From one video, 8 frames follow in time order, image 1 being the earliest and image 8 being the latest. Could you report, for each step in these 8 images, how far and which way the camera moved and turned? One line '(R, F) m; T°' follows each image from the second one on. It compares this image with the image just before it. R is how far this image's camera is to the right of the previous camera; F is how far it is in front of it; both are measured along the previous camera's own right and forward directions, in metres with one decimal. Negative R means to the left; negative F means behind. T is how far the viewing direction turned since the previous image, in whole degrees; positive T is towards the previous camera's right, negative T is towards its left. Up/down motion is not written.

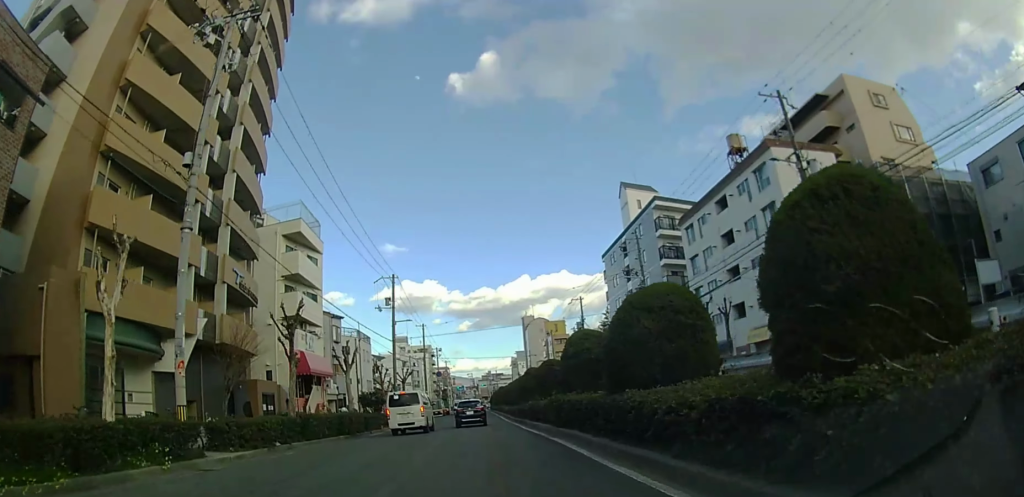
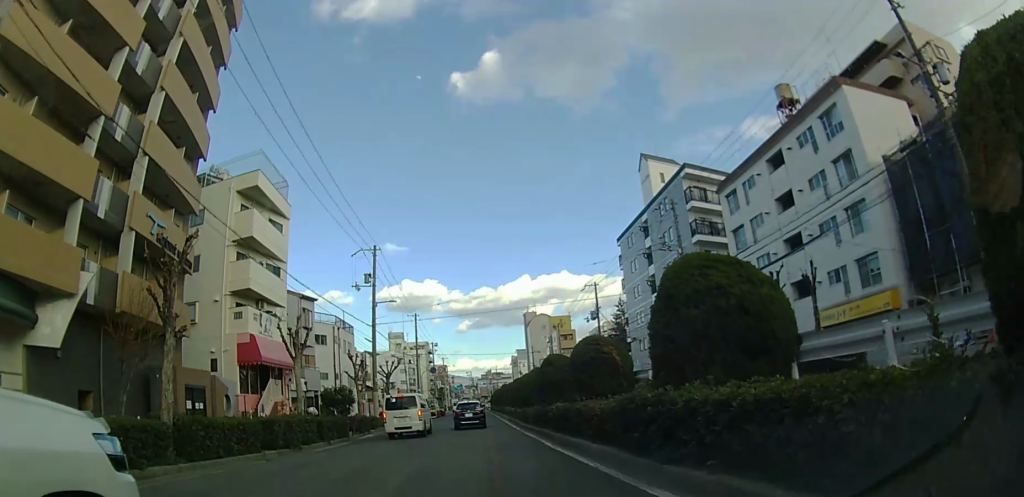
(0.0, +8.5) m; 0°
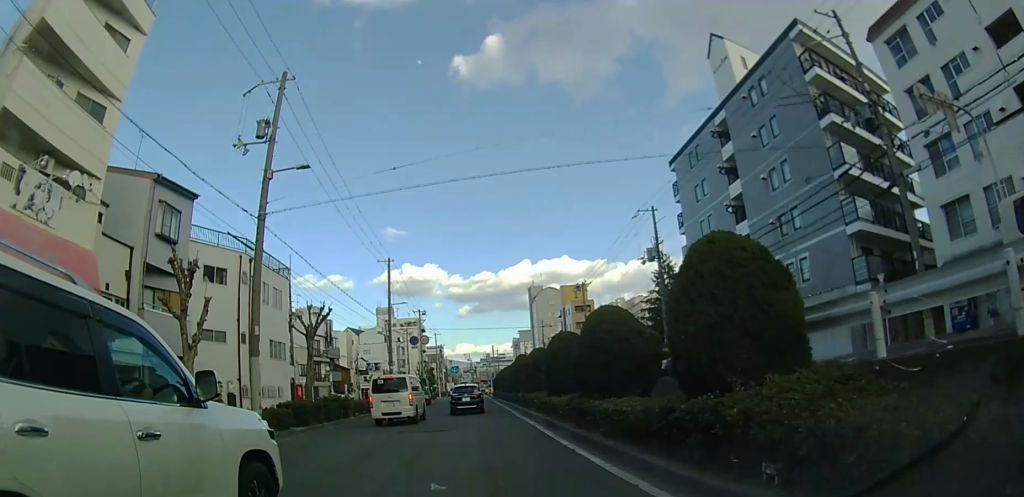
(0.0, +20.0) m; 0°
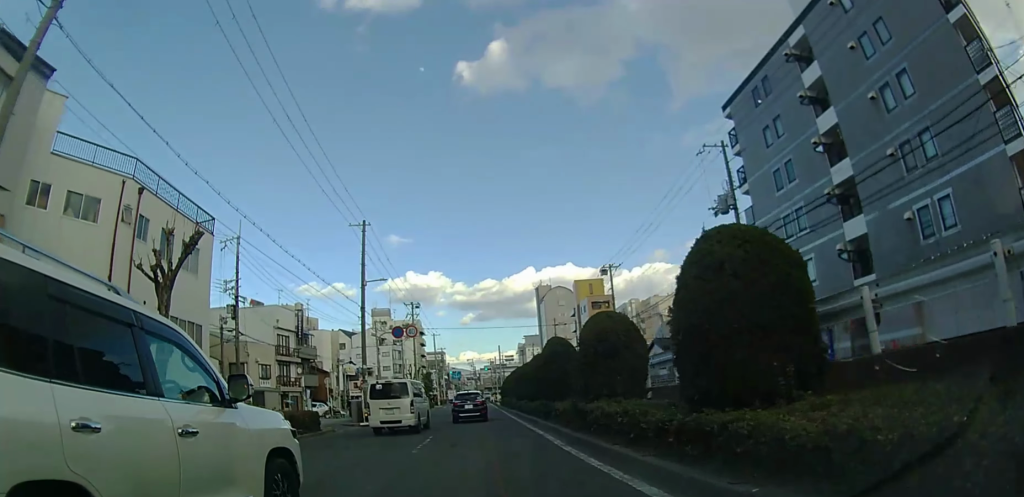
(0.0, +11.9) m; 0°
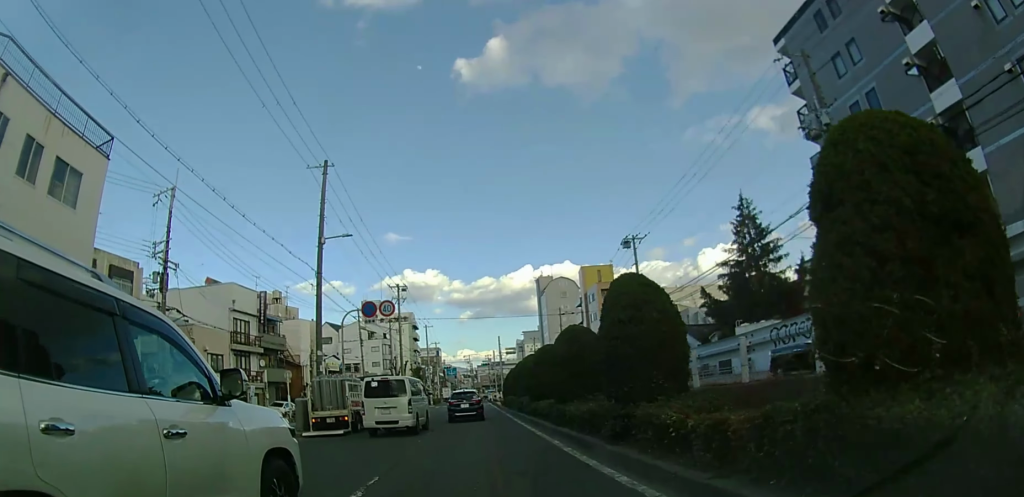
(0.0, +8.9) m; 0°
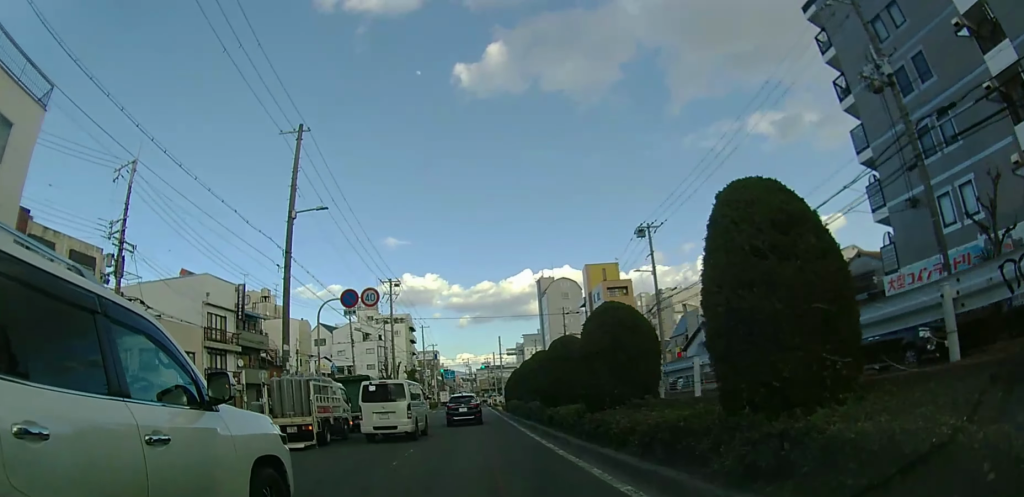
(0.0, +4.5) m; 0°
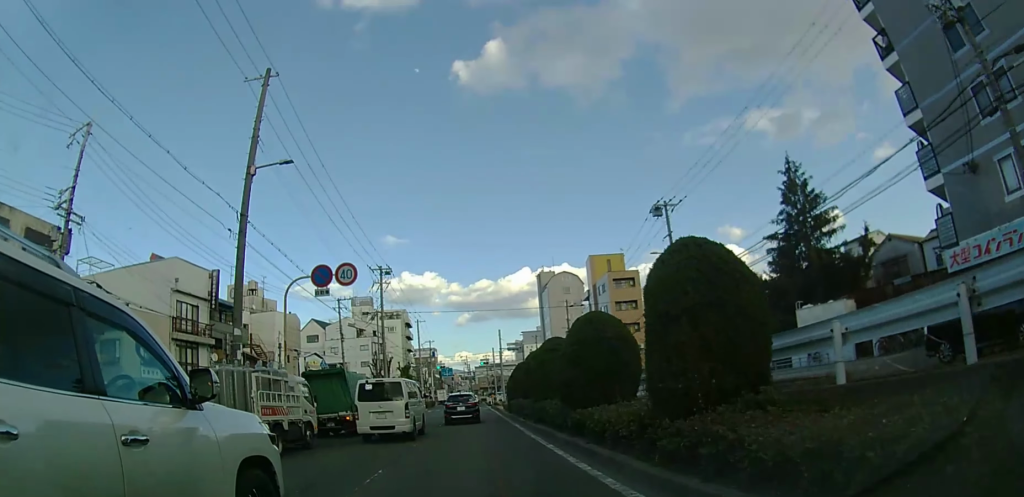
(0.0, +4.2) m; 0°
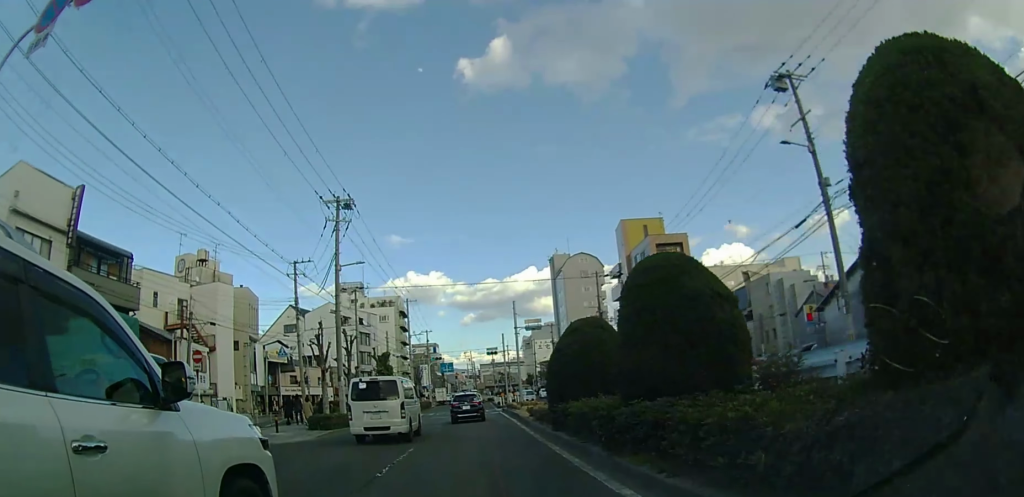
(+0.2, +15.8) m; 0°
